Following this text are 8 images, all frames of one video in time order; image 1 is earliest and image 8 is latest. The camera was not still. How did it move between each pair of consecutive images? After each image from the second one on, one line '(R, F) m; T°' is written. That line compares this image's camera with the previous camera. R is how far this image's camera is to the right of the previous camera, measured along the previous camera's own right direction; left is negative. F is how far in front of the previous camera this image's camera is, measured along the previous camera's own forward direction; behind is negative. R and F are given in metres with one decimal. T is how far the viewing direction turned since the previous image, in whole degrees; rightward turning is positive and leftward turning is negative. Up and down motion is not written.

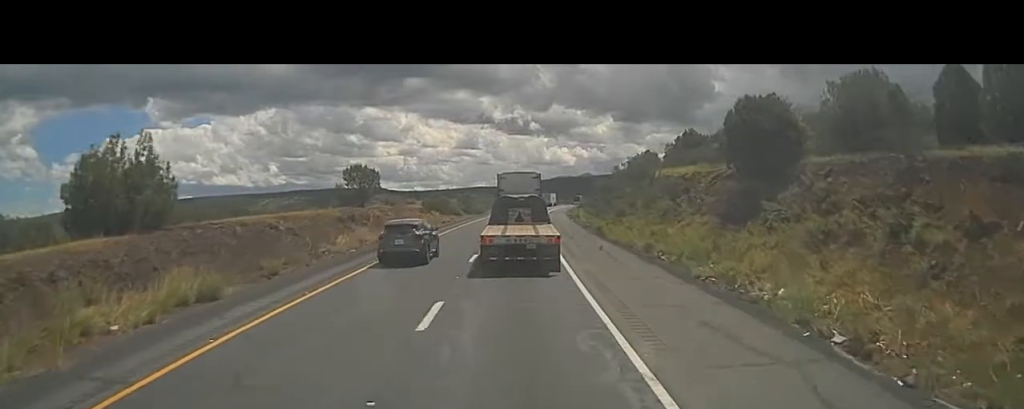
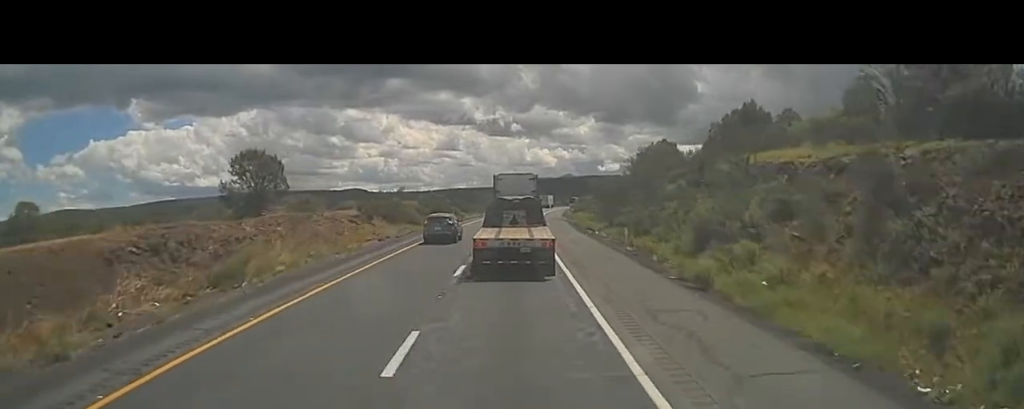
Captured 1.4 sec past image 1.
(+0.4, +28.0) m; +2°
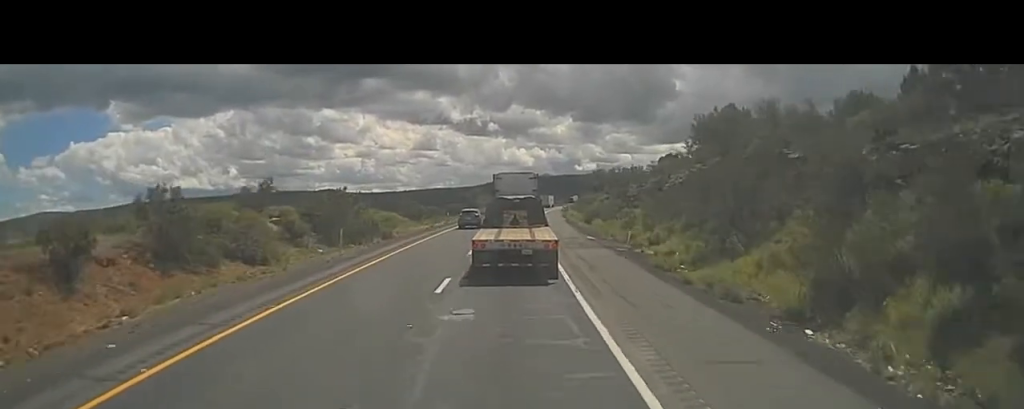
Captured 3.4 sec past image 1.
(+0.2, +40.2) m; 0°
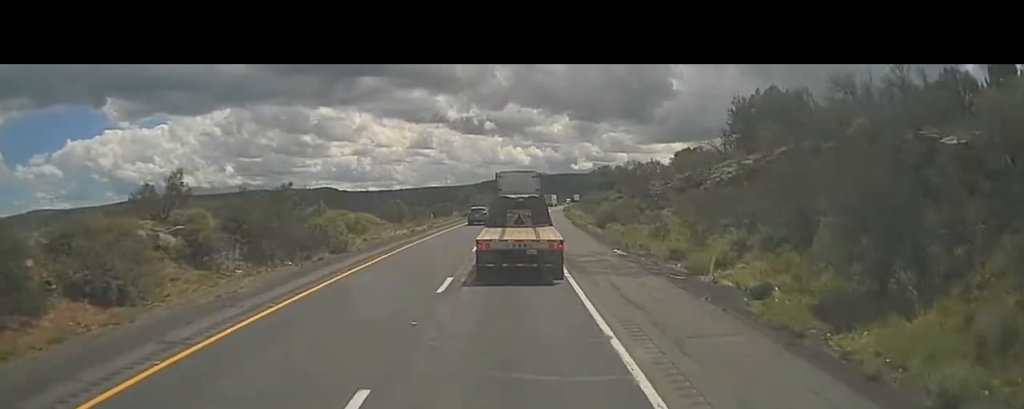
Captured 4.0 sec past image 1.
(+0.1, +11.6) m; +1°
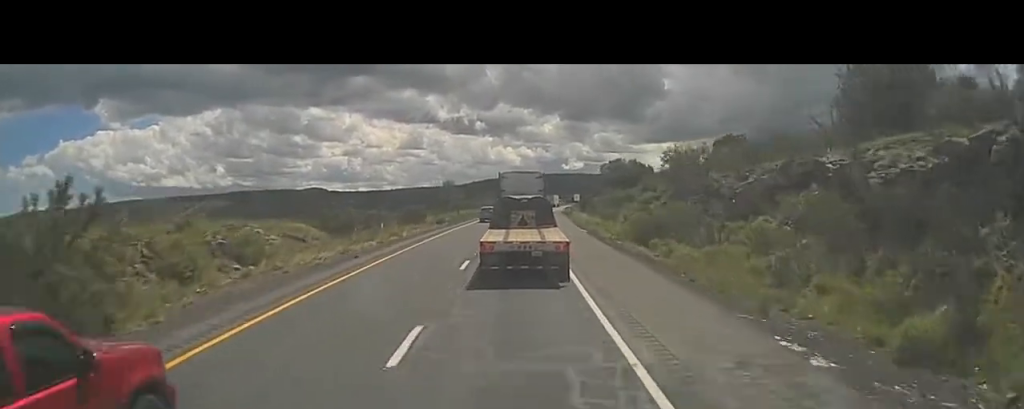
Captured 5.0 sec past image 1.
(+0.6, +20.5) m; +2°
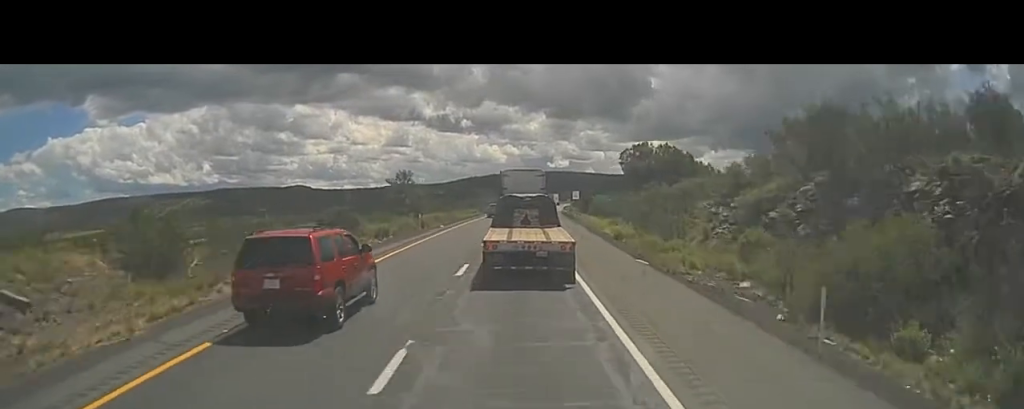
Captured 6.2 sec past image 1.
(0.0, +25.2) m; 0°
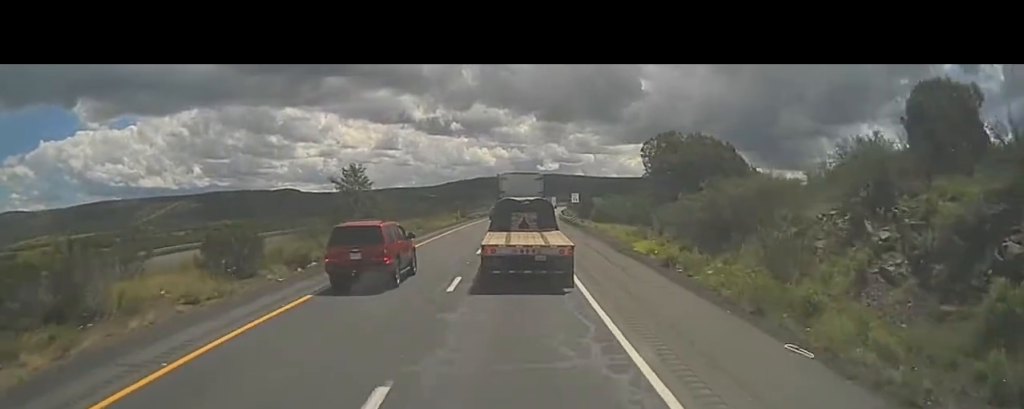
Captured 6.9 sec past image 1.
(0.0, +15.0) m; +1°
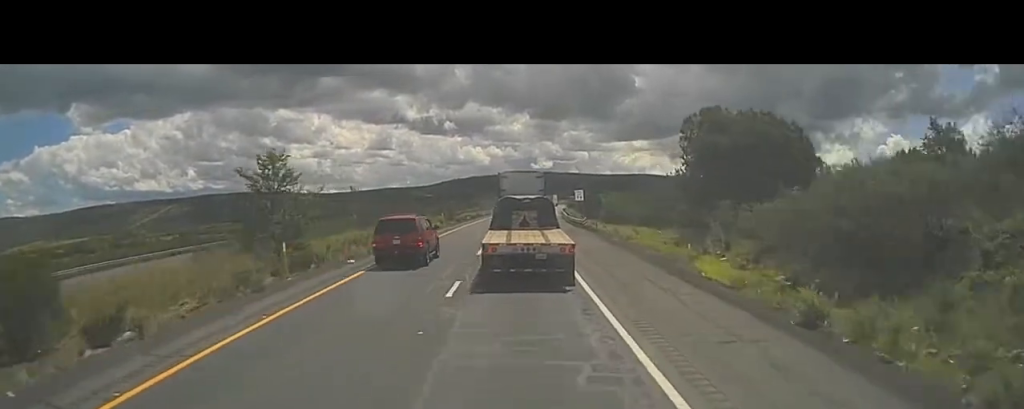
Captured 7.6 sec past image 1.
(+0.1, +13.6) m; +2°
